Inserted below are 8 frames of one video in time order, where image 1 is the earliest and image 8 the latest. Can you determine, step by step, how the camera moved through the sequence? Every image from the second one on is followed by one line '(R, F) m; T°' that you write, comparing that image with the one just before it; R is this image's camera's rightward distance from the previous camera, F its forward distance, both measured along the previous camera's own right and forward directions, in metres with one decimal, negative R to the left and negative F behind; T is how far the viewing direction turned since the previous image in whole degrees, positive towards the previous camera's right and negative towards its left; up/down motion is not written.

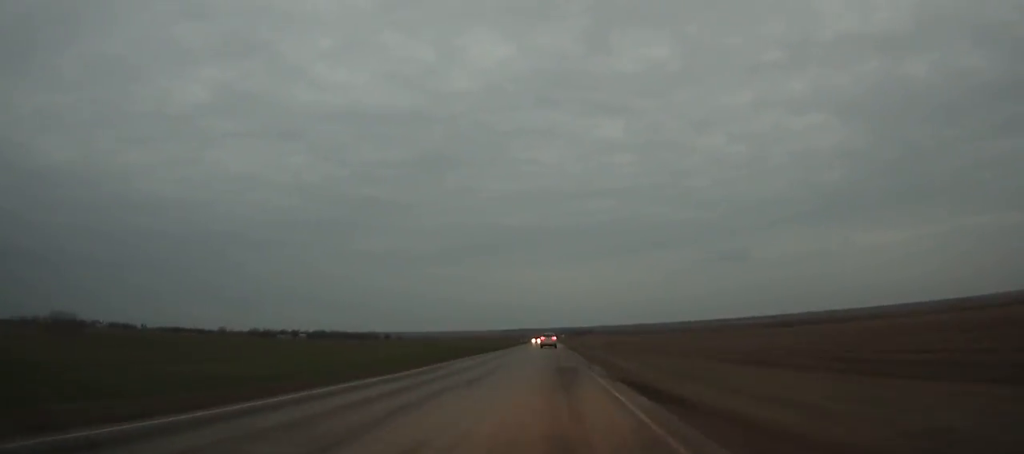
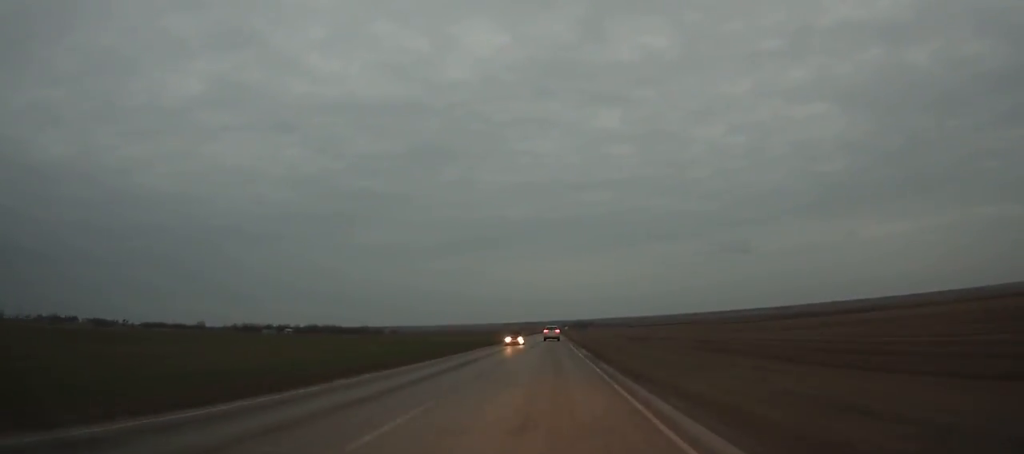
(0.0, +38.5) m; 0°
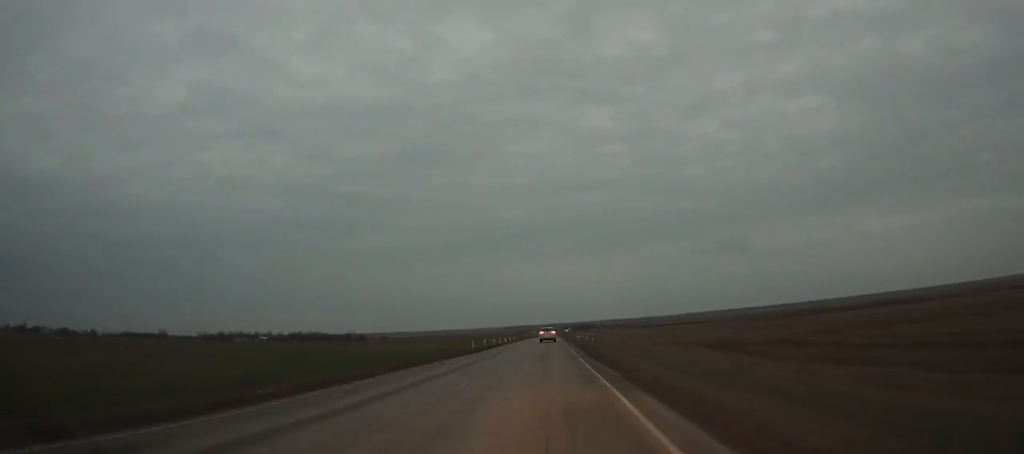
(+0.1, +52.7) m; 0°
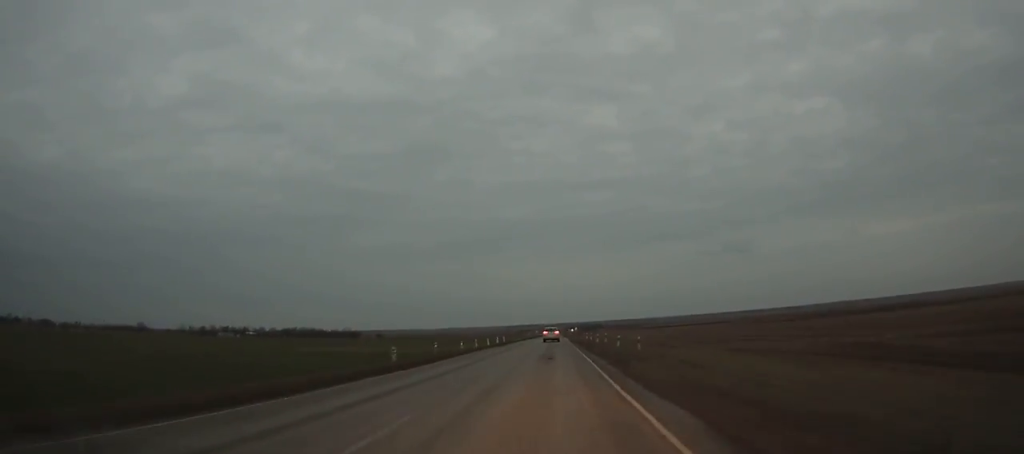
(0.0, +30.9) m; 0°
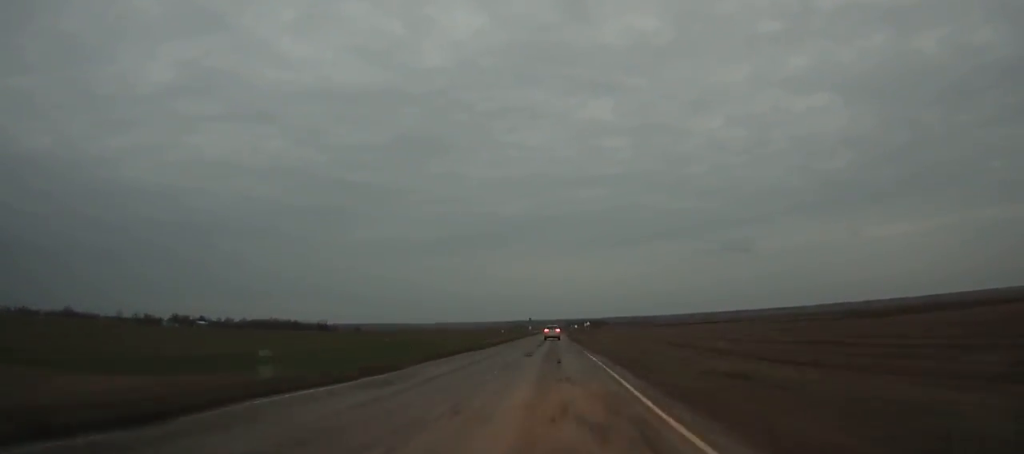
(-0.1, +73.0) m; 0°
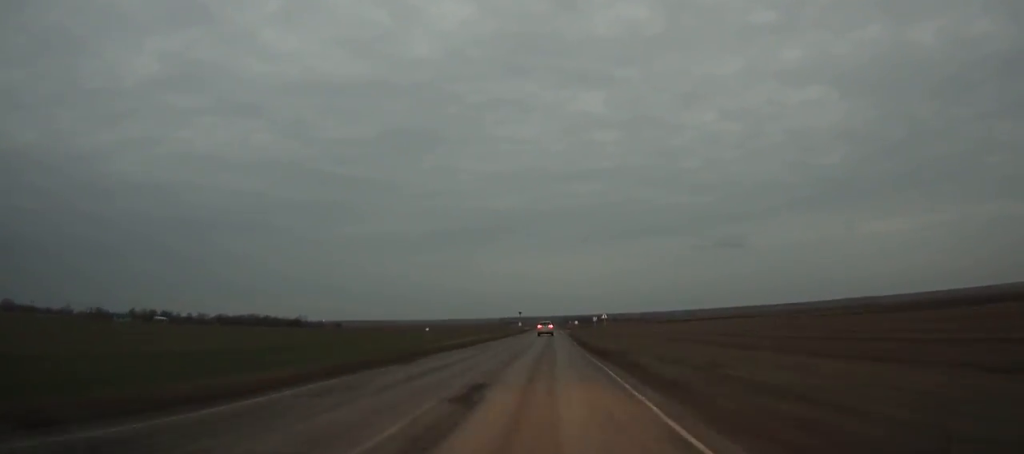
(+0.1, +46.6) m; 0°
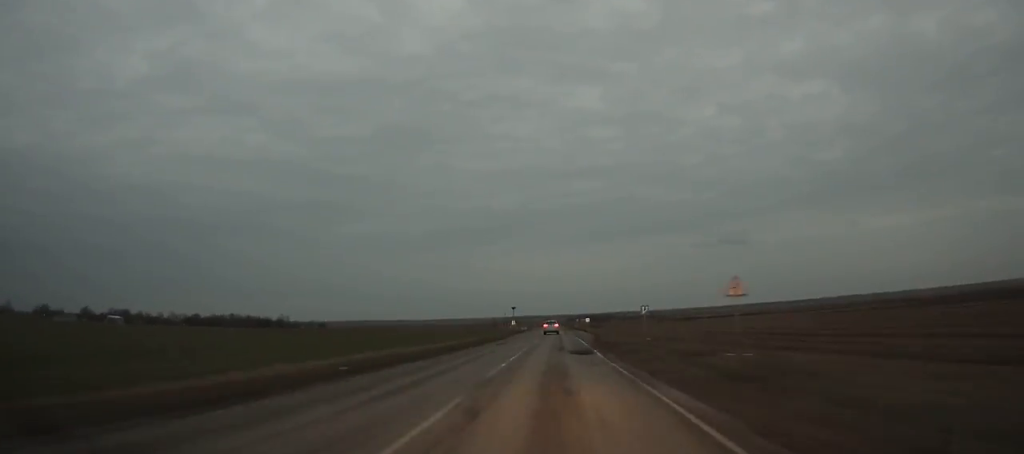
(-0.2, +50.5) m; 0°
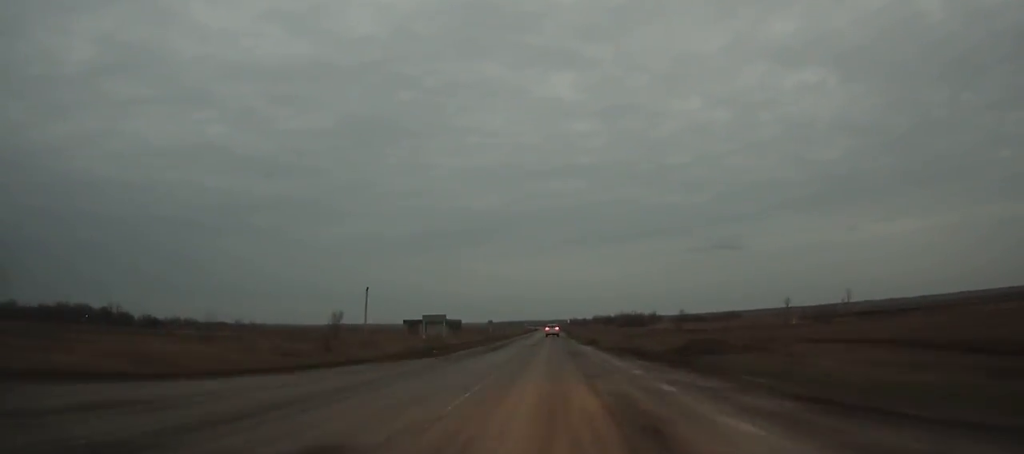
(-0.4, +236.8) m; 0°
